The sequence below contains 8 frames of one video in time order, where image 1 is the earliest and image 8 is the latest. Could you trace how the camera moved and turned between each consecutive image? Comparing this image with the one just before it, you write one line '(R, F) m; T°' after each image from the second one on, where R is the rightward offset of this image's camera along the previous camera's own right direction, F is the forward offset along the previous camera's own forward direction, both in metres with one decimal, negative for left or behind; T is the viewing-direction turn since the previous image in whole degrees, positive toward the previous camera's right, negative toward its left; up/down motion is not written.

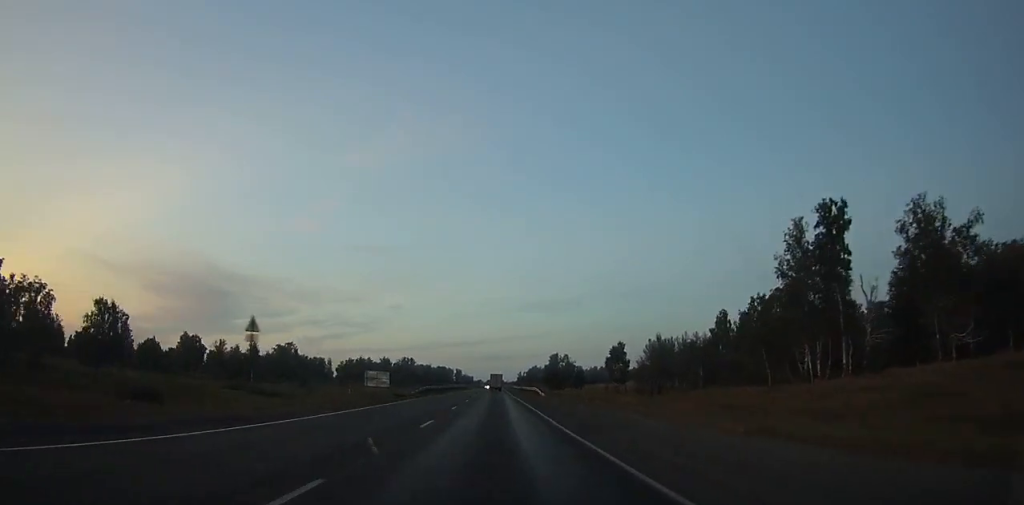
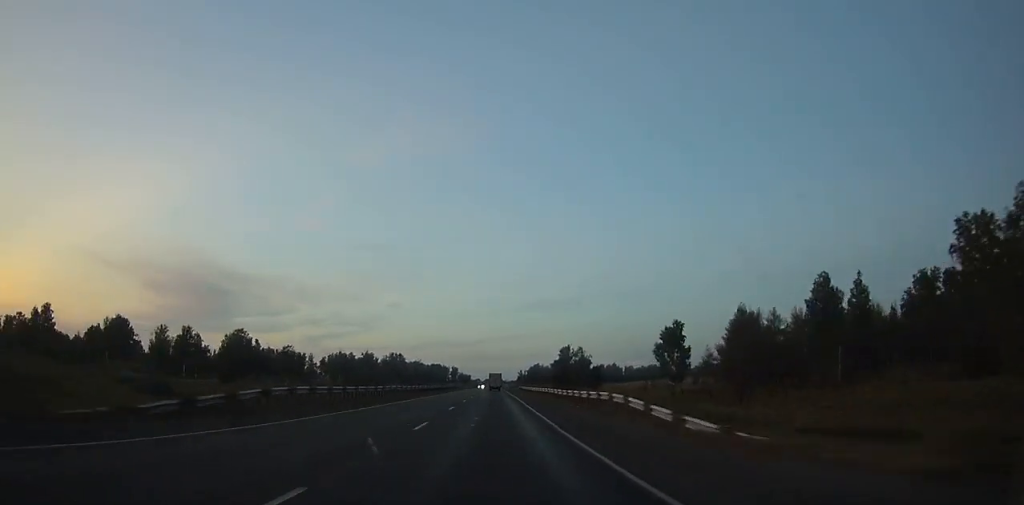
(0.0, +48.8) m; 0°
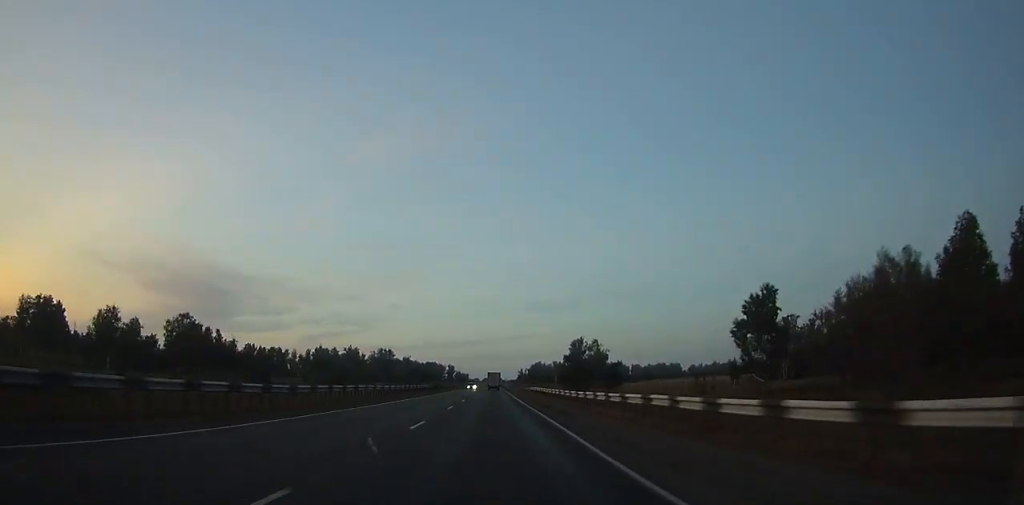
(-0.1, +35.9) m; 0°
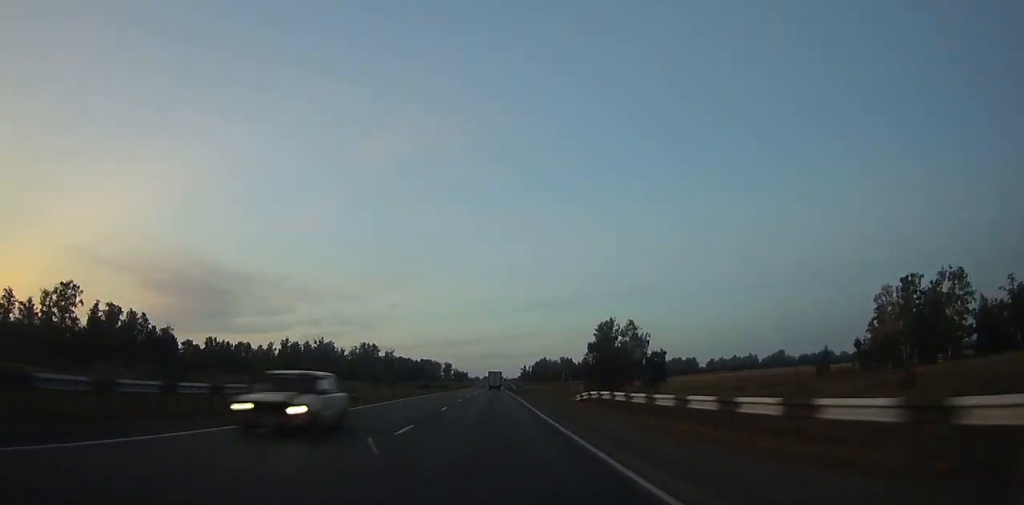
(0.0, +48.6) m; 0°
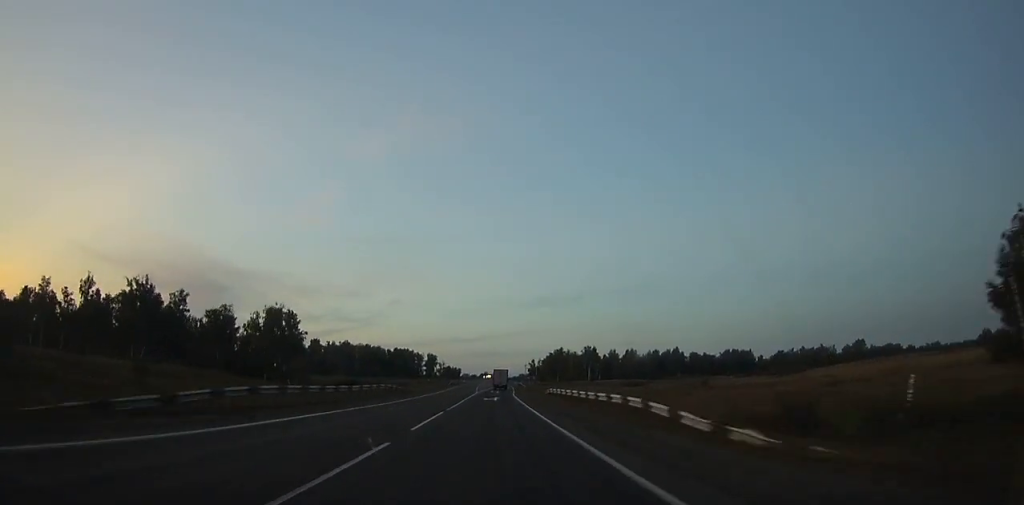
(+0.1, +126.9) m; 0°
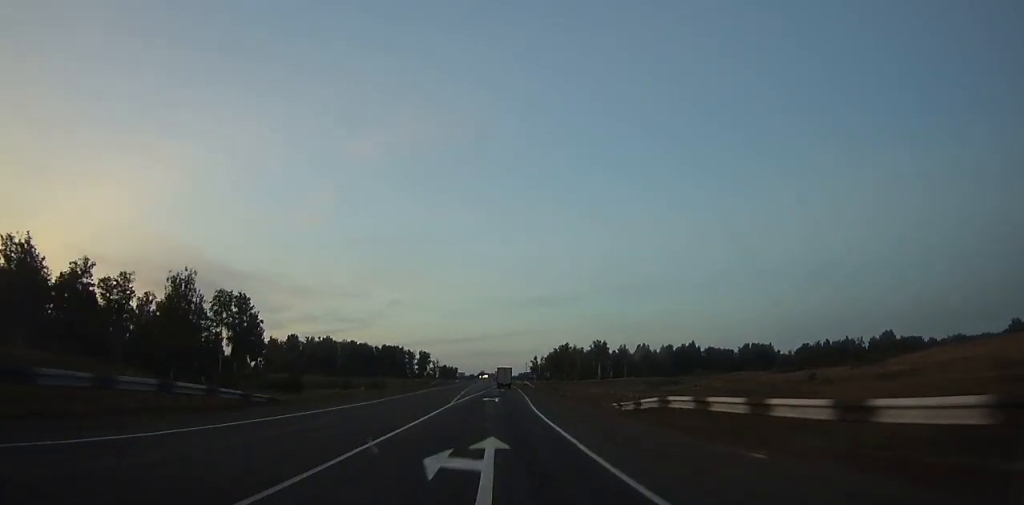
(+0.1, +34.9) m; 0°
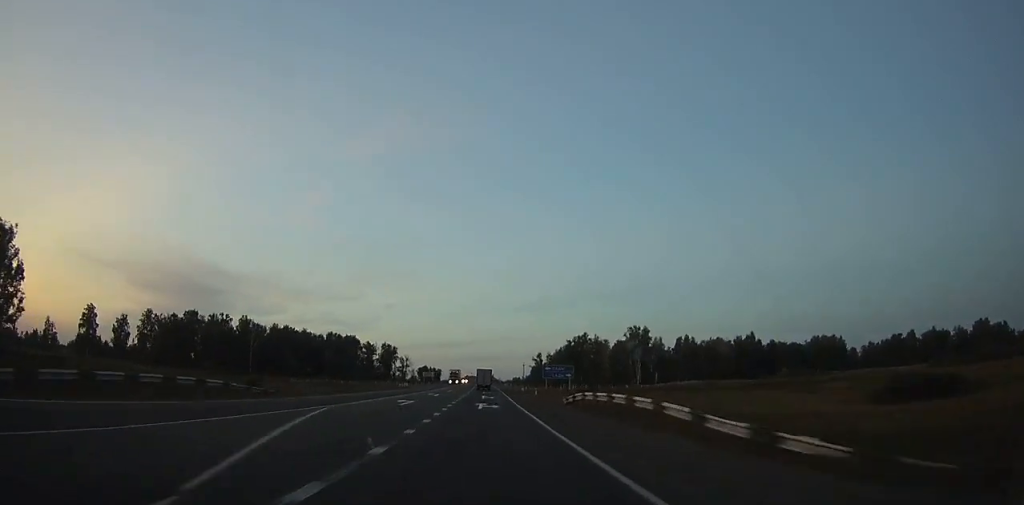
(+1.1, +98.3) m; +1°
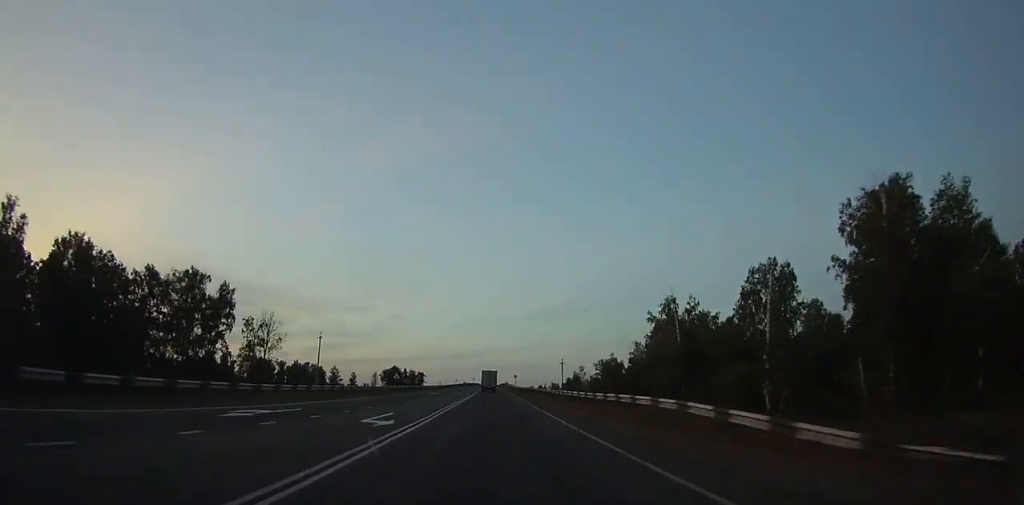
(-3.5, +187.2) m; -2°
